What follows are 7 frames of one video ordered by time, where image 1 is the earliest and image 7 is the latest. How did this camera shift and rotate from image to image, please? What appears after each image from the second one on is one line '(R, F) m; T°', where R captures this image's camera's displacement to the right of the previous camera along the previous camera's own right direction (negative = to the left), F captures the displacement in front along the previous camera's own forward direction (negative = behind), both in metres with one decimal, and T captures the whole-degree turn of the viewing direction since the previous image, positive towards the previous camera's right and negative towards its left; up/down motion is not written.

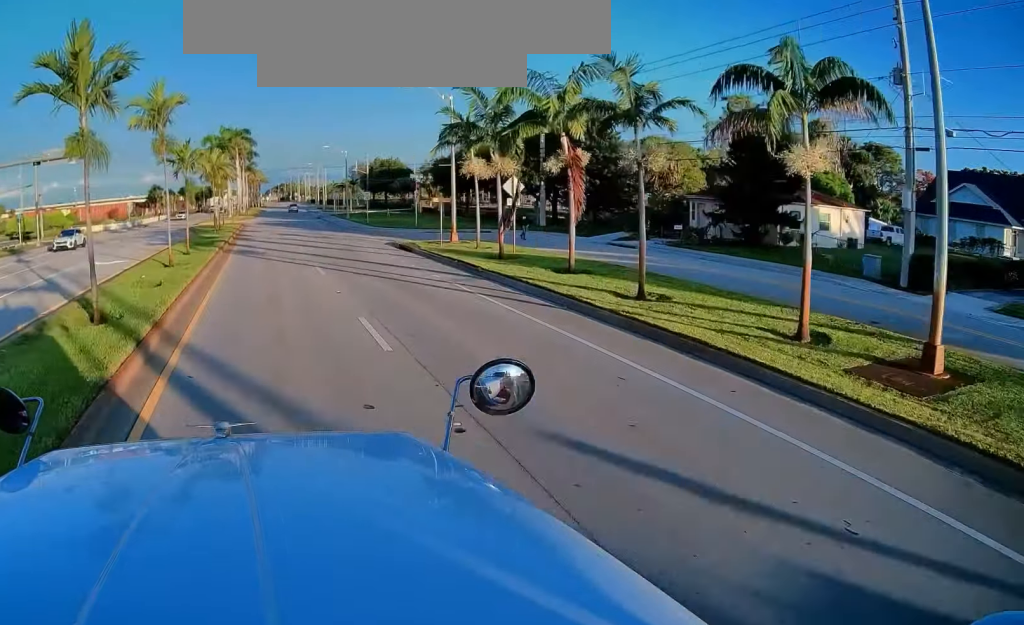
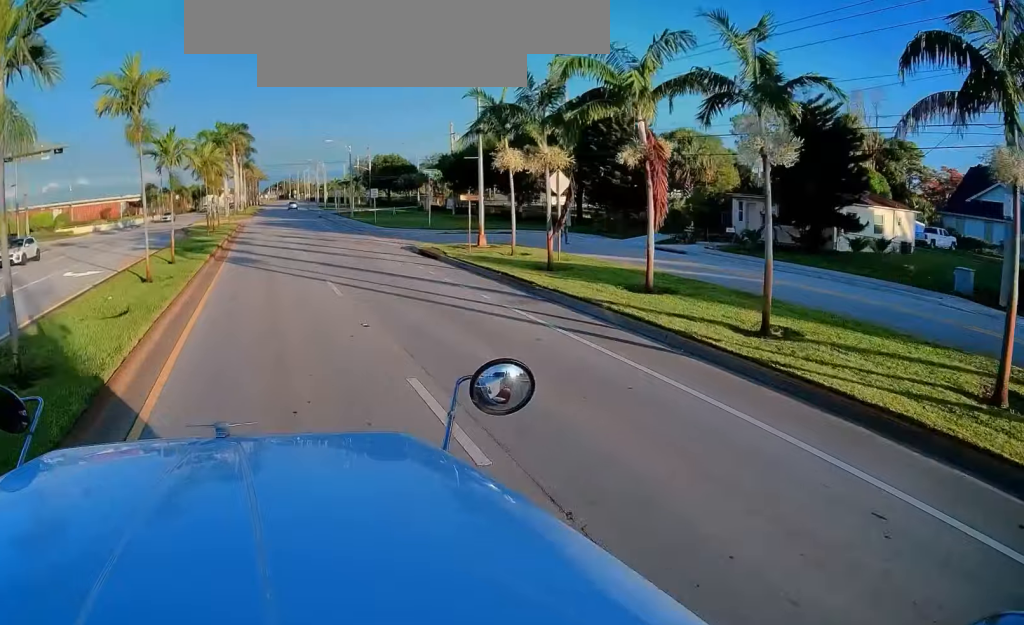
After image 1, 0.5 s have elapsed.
(0.0, +4.3) m; 0°
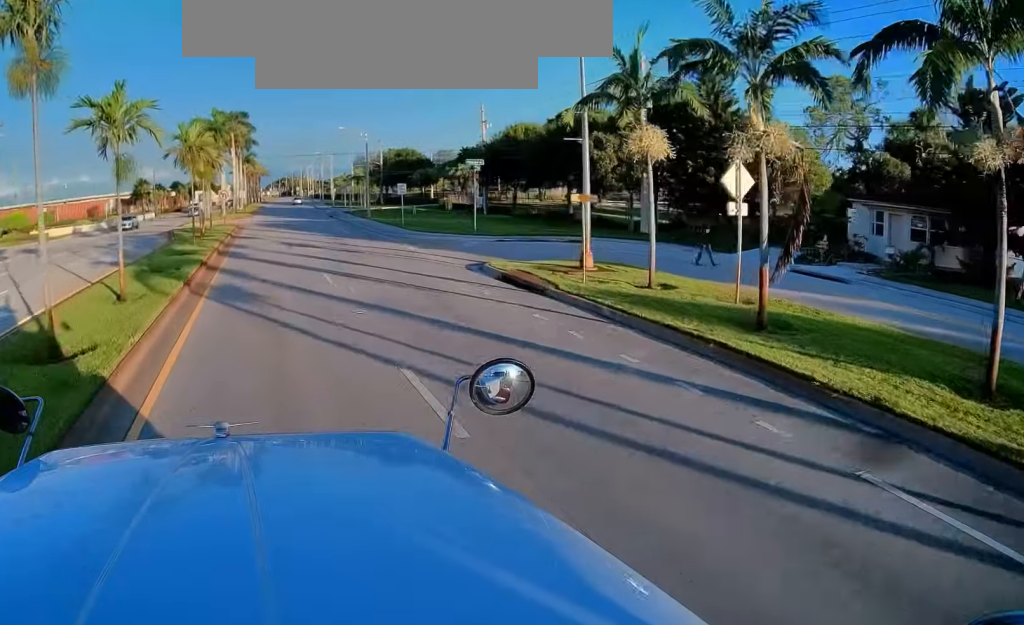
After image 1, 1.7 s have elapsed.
(+0.1, +8.8) m; 0°
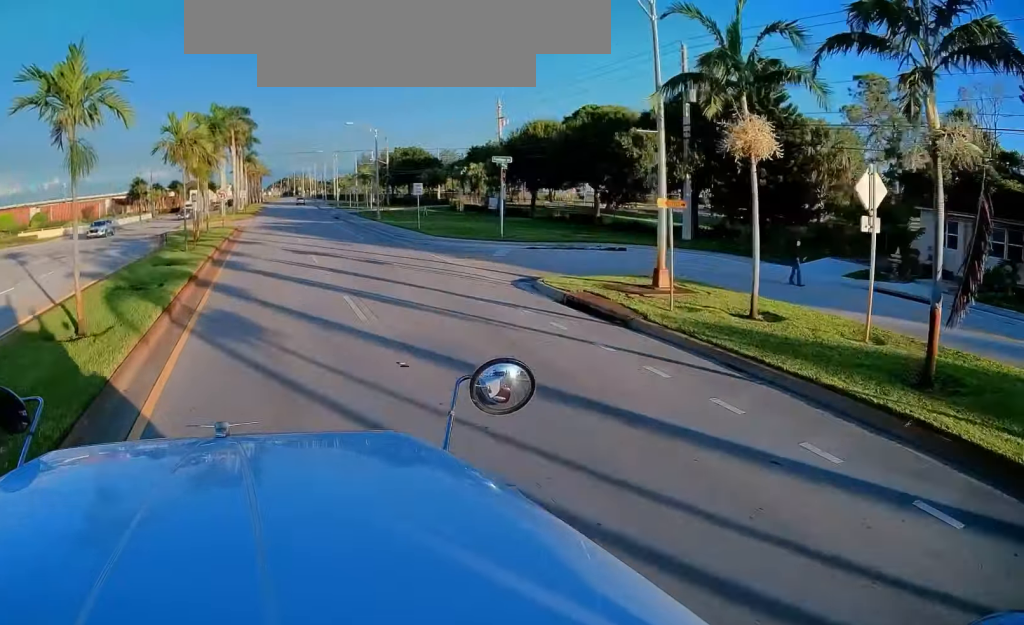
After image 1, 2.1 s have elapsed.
(0.0, +3.5) m; 0°
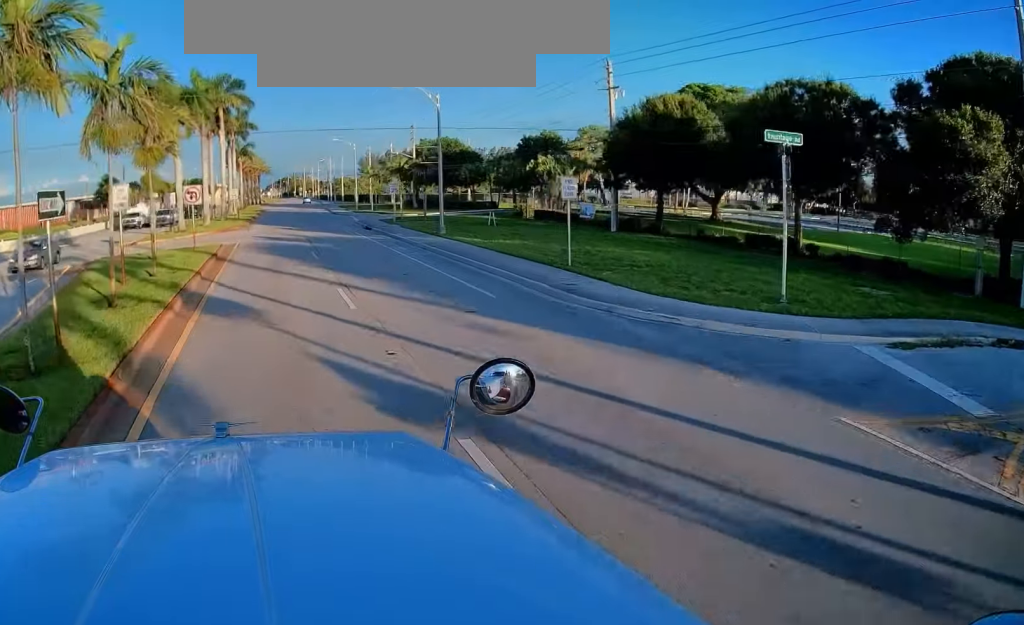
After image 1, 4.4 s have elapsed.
(-0.2, +18.5) m; -1°
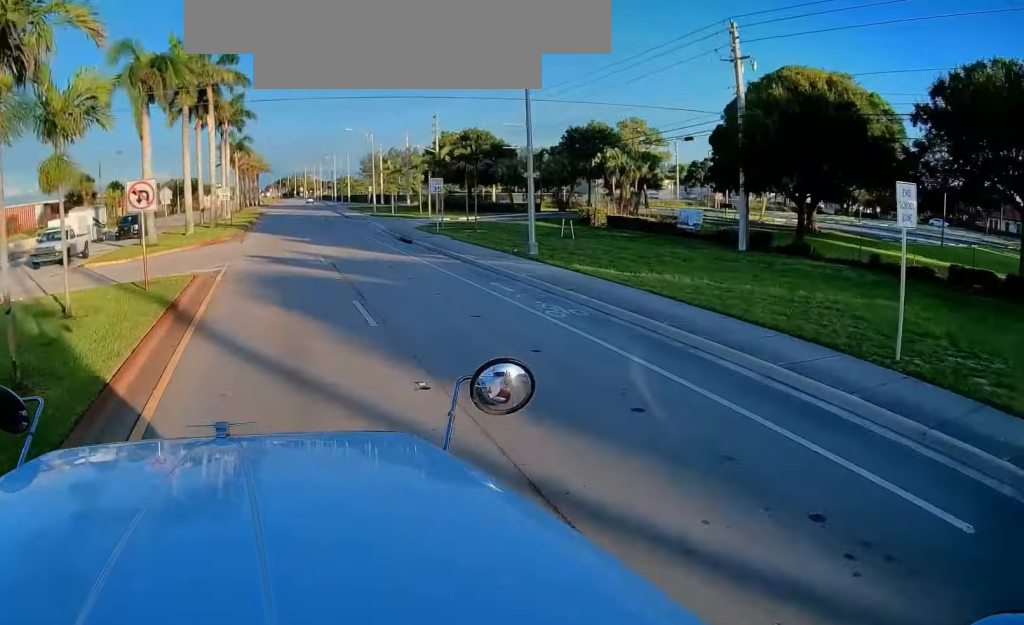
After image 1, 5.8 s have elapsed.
(0.0, +12.5) m; 0°
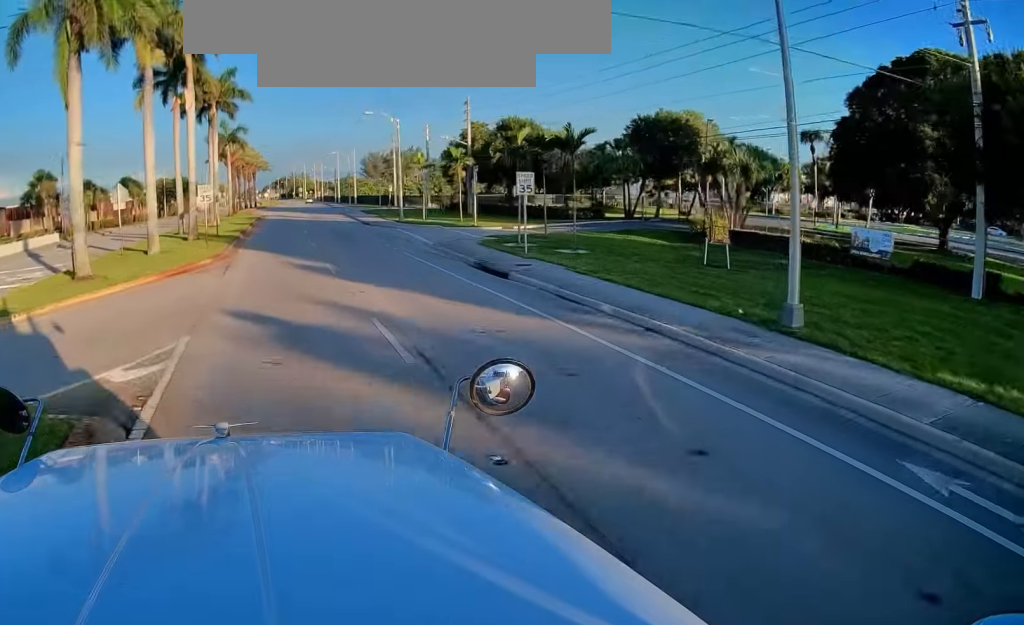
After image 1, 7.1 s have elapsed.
(0.0, +12.9) m; 0°
